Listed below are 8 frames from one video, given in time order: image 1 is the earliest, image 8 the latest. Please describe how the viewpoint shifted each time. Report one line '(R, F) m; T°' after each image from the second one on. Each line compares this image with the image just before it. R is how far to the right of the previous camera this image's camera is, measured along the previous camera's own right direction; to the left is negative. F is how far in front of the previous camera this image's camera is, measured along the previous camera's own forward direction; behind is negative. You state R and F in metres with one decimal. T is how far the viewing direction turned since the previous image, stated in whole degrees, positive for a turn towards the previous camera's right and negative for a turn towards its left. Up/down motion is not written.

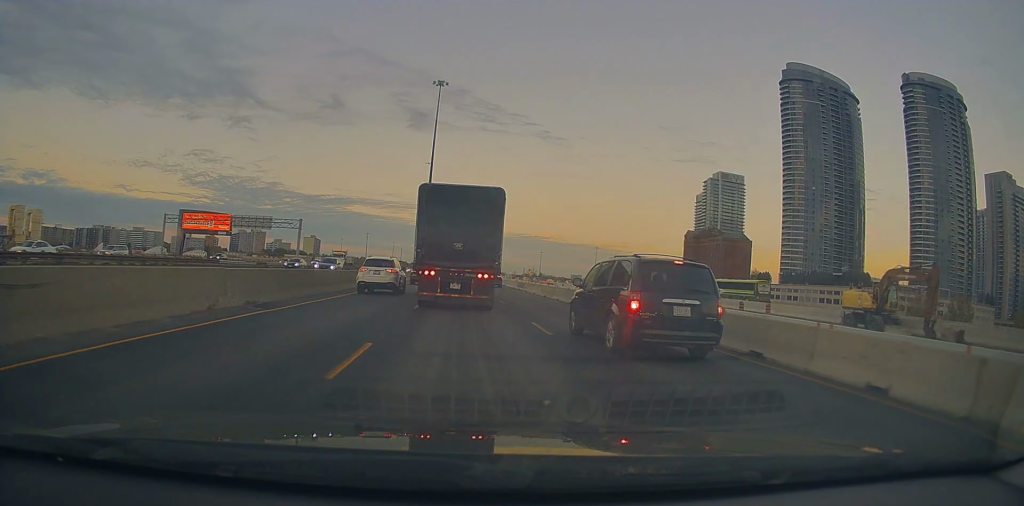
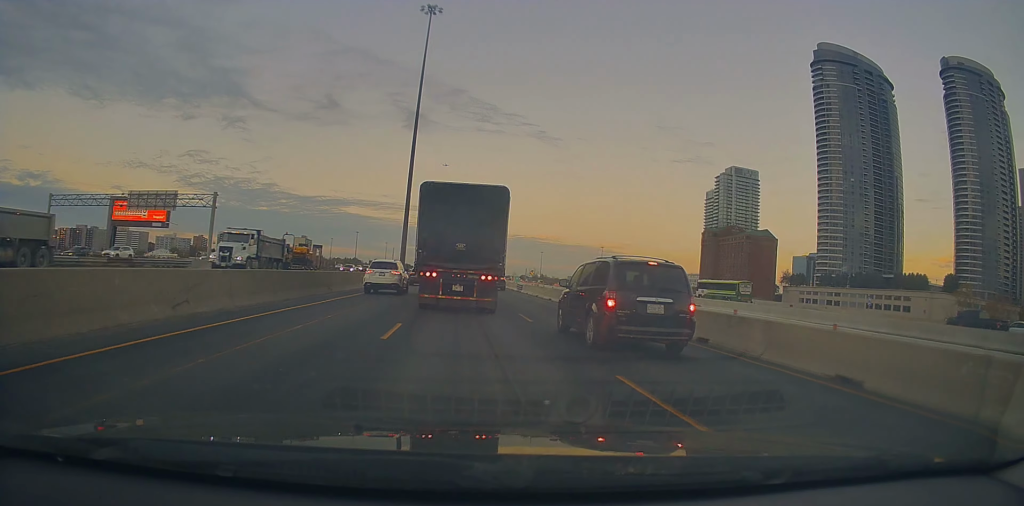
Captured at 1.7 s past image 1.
(0.0, +31.8) m; 0°
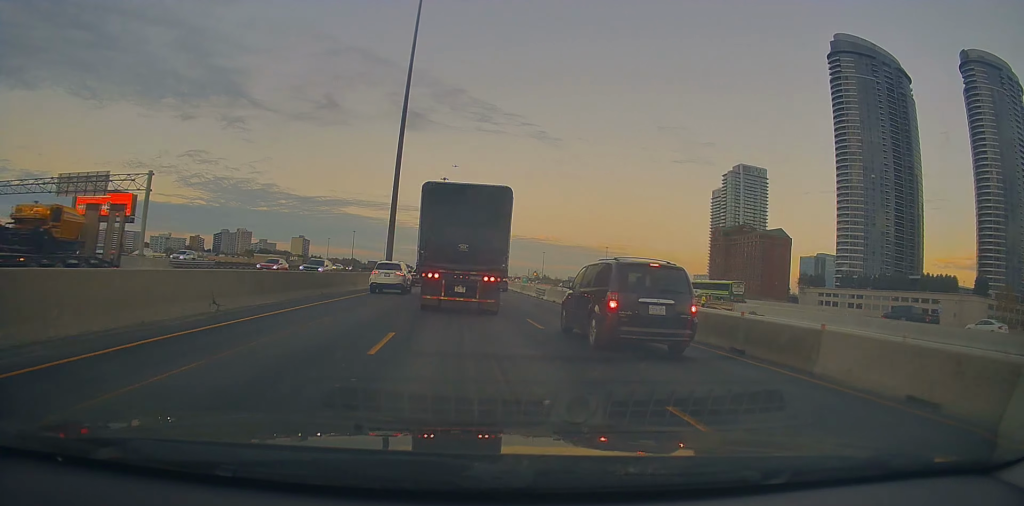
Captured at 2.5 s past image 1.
(+0.1, +13.7) m; 0°
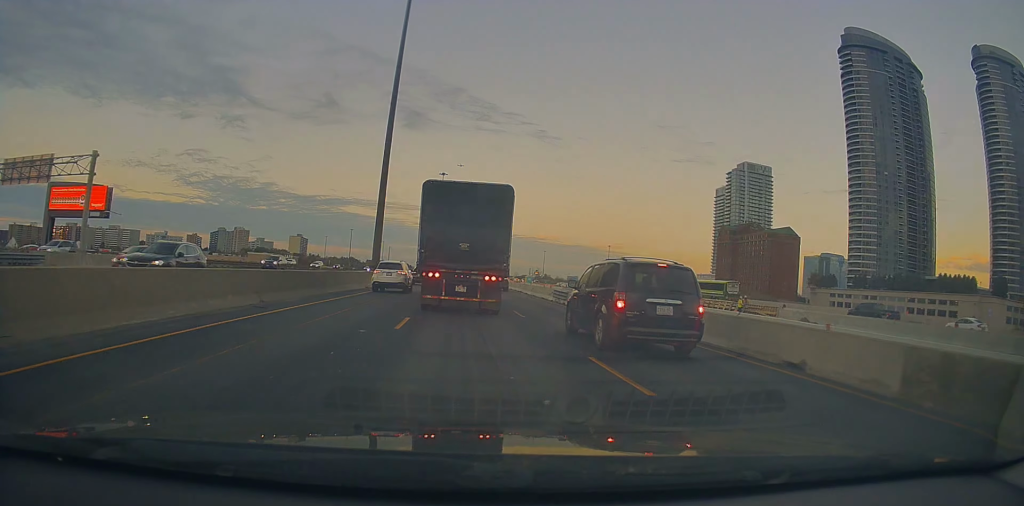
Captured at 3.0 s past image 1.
(-0.1, +8.3) m; 0°
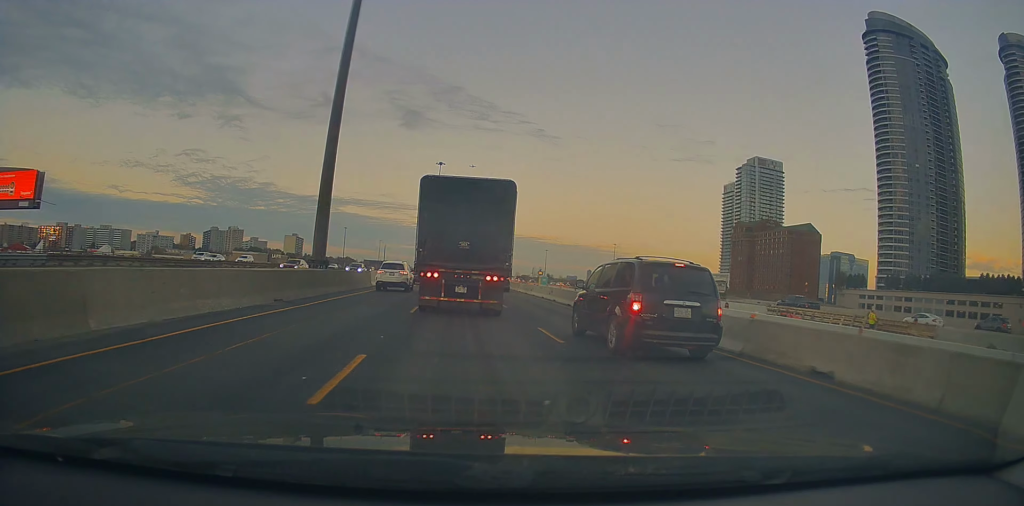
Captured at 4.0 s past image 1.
(0.0, +18.8) m; +1°
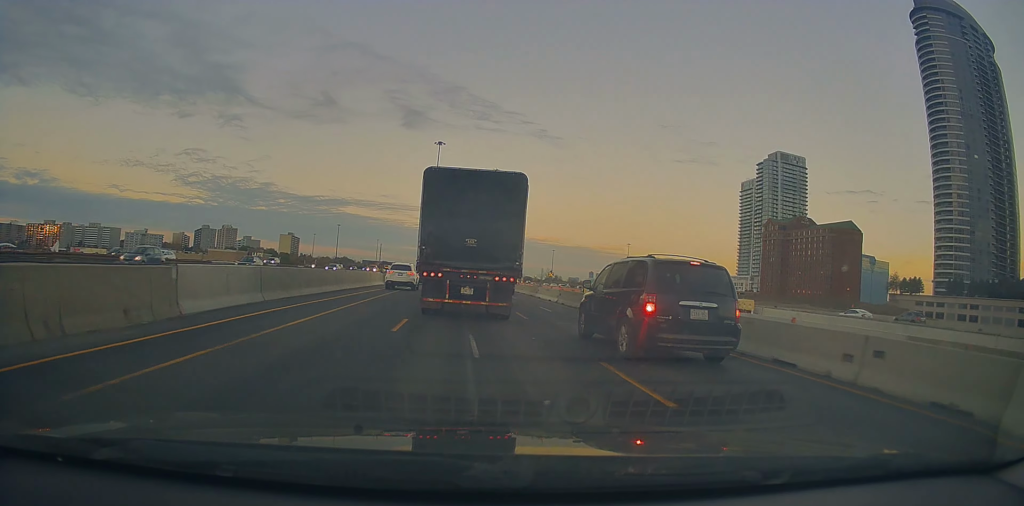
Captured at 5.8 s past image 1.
(+0.1, +29.4) m; 0°
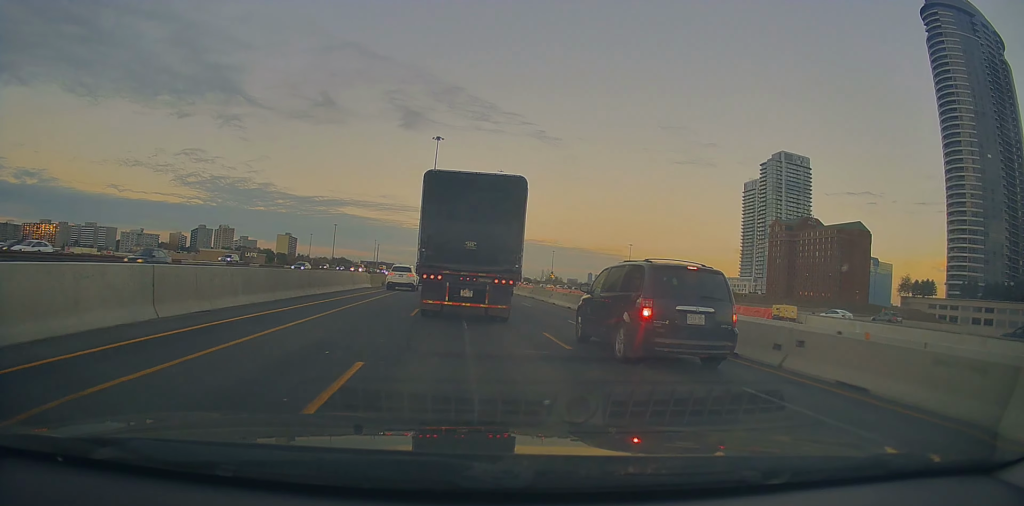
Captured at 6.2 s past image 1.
(-0.3, +6.8) m; 0°
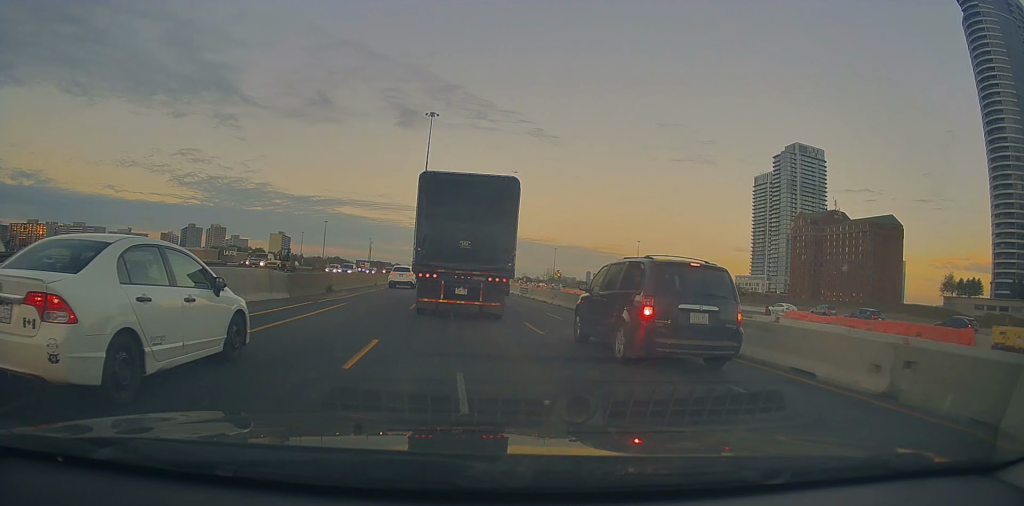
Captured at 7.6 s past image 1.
(+0.6, +21.4) m; 0°
